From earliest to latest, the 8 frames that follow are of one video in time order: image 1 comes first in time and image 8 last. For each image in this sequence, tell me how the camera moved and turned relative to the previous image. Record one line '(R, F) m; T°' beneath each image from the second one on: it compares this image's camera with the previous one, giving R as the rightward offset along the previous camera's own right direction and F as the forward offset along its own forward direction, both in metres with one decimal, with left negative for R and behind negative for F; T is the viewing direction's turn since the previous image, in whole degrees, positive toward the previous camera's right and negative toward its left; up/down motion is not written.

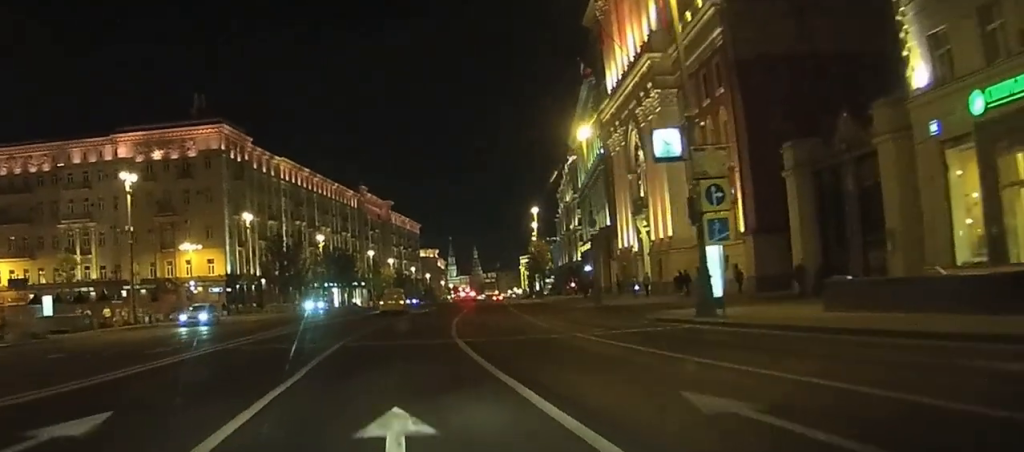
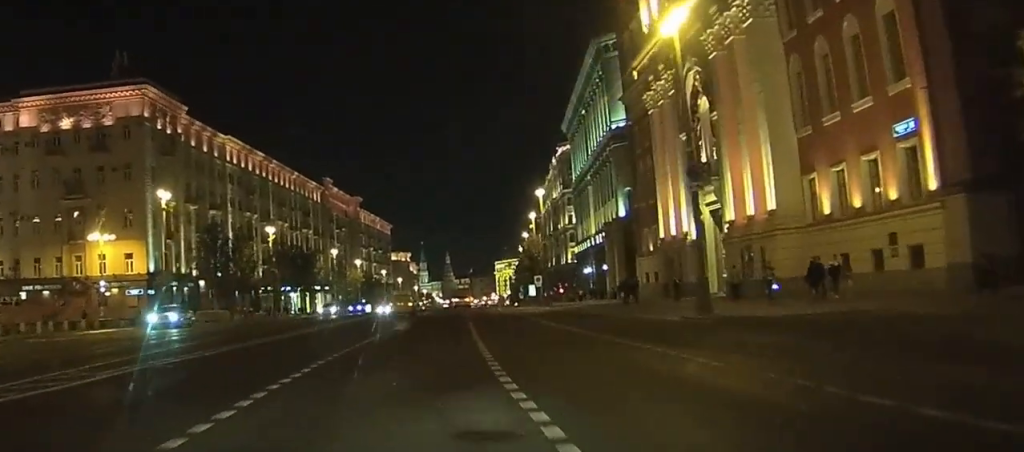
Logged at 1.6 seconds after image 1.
(+0.8, +22.6) m; +5°
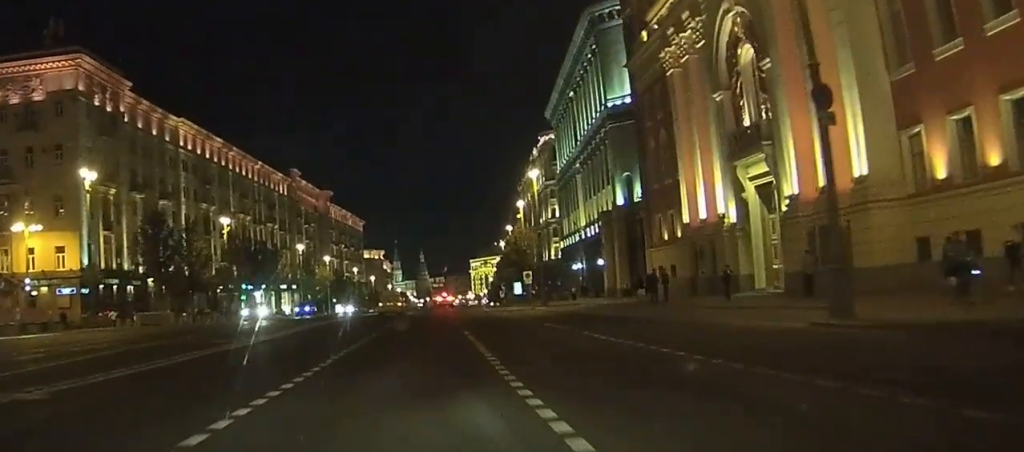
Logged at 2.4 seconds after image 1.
(+0.3, +14.1) m; +1°
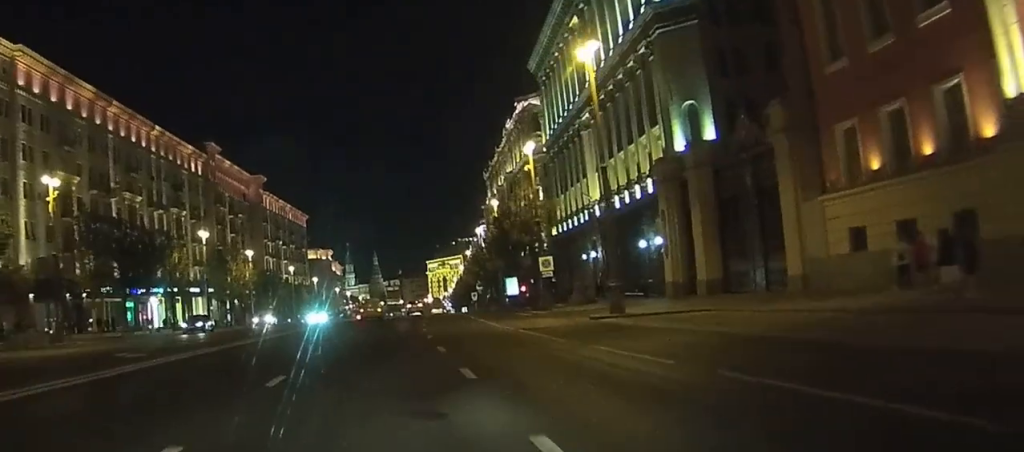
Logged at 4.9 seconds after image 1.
(+0.9, +43.5) m; +1°
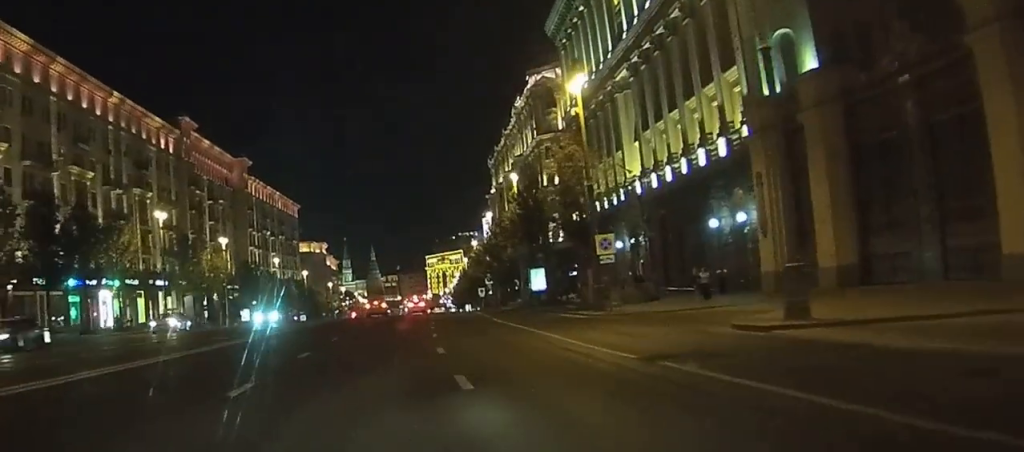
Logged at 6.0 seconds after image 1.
(0.0, +18.6) m; 0°
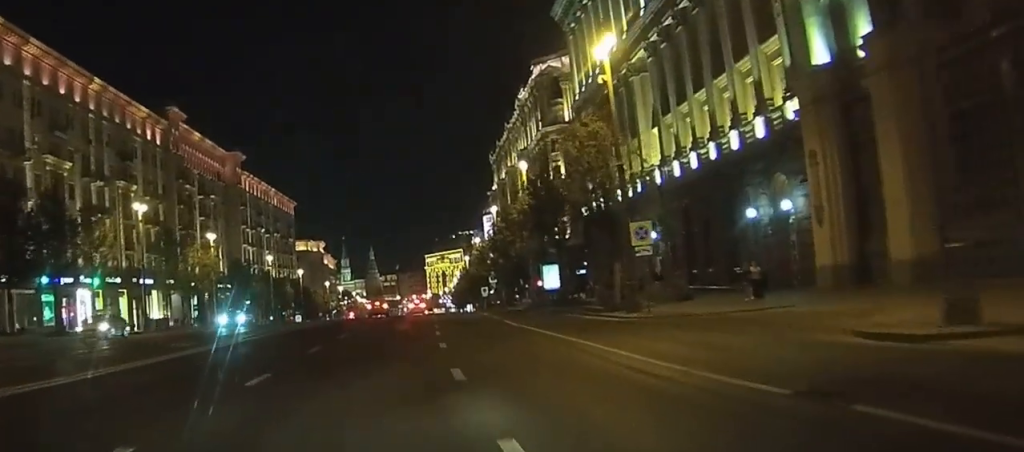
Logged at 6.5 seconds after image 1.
(0.0, +6.7) m; 0°
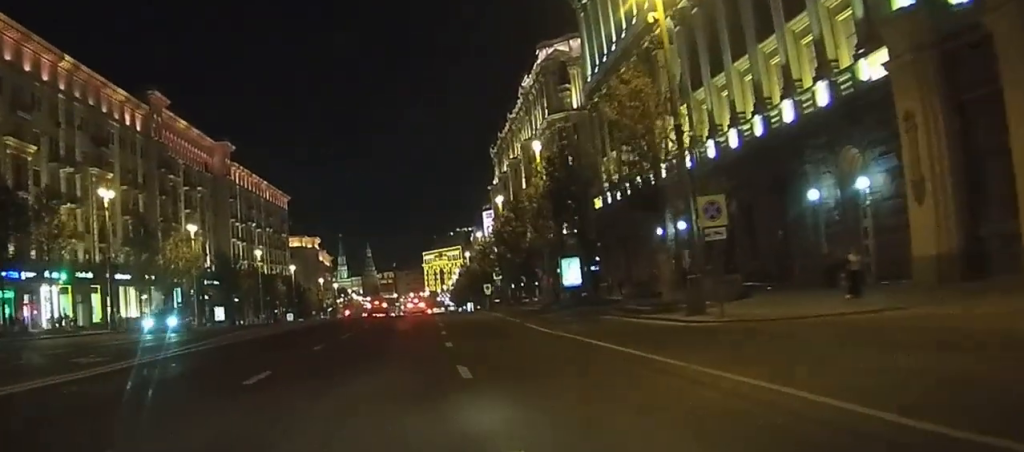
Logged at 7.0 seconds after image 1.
(-0.1, +8.5) m; 0°
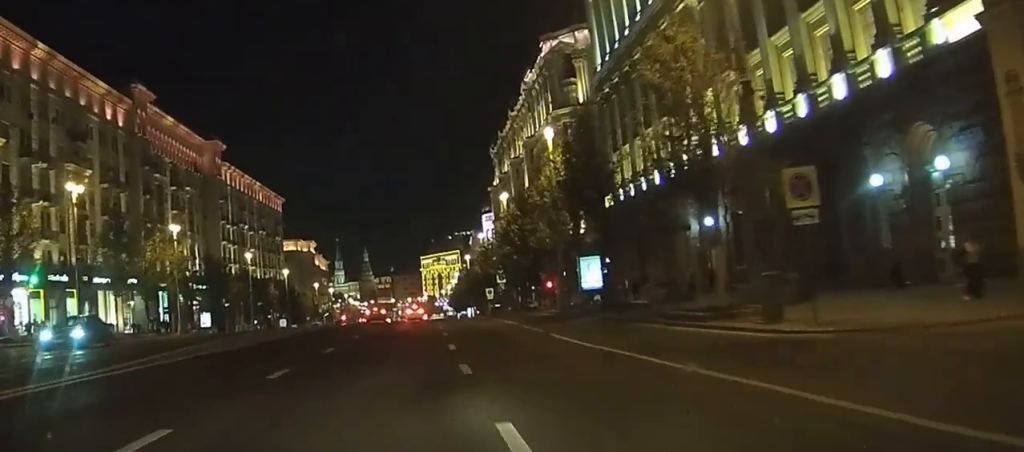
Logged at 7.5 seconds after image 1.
(-0.1, +6.5) m; 0°
